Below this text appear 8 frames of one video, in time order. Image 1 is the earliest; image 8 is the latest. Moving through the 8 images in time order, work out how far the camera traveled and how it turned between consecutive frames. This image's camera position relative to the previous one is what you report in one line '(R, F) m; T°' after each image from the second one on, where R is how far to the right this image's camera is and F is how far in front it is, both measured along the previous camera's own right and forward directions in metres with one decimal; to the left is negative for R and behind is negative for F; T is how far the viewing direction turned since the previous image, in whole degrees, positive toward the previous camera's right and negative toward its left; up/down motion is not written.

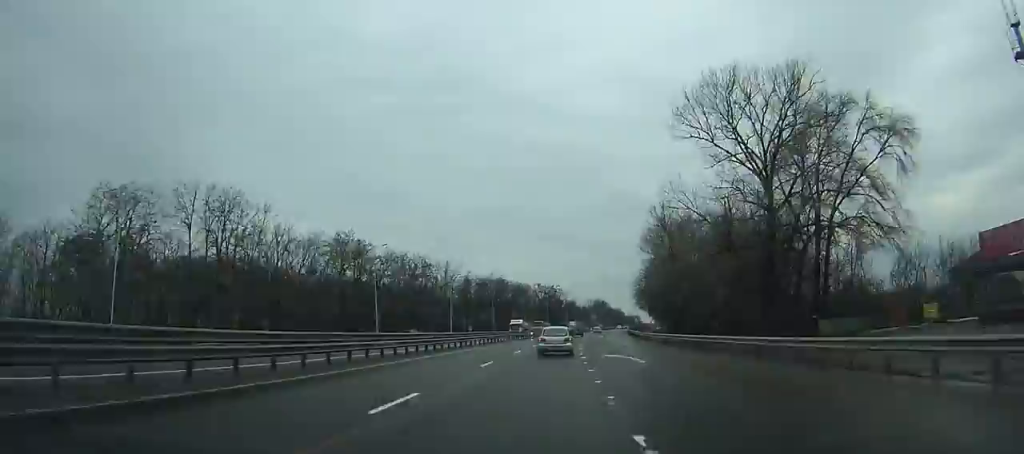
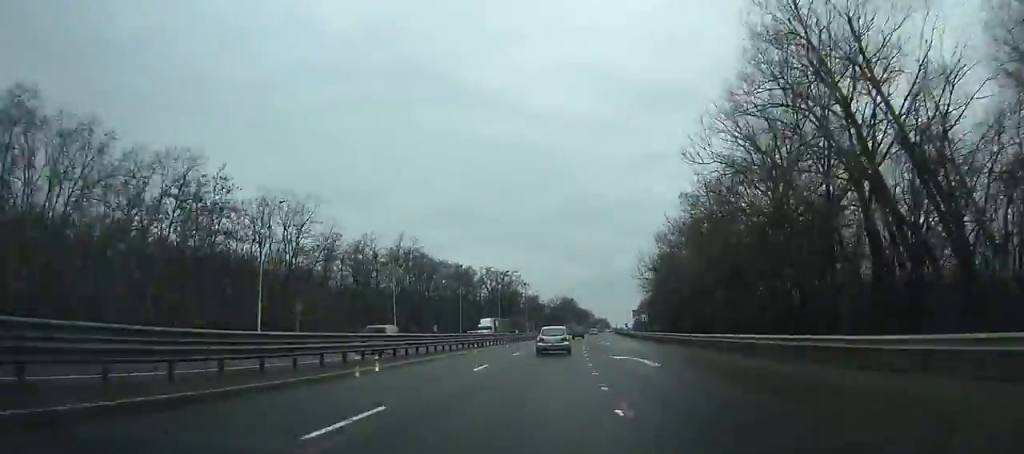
(+2.1, +62.5) m; +4°
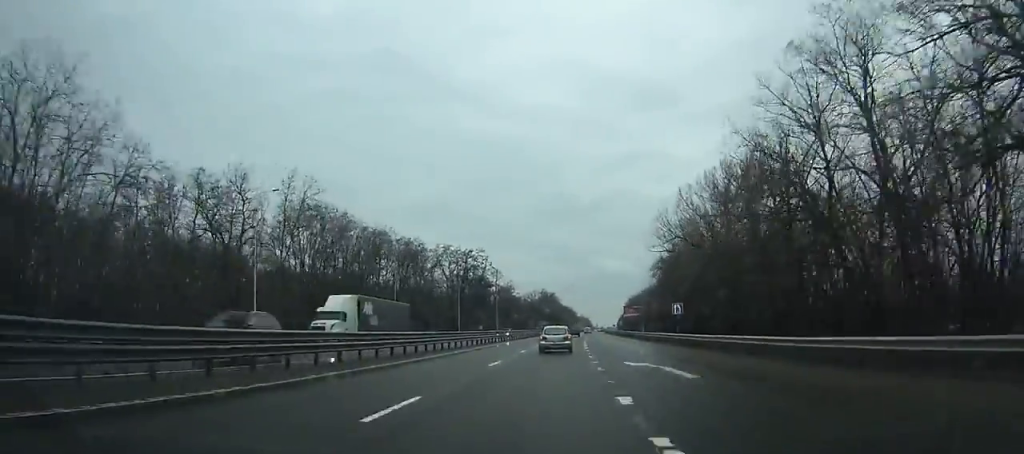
(+0.2, +35.1) m; +2°
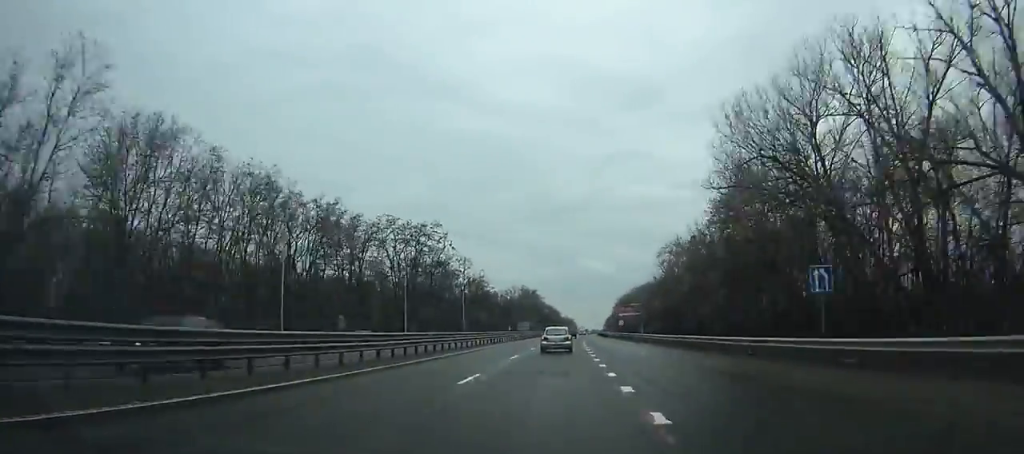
(+0.8, +30.6) m; +1°
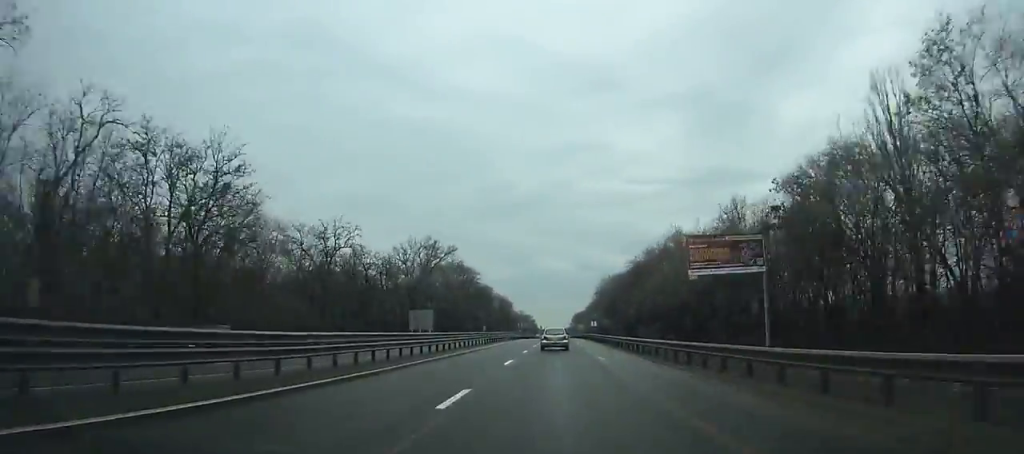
(+3.5, +112.8) m; +3°
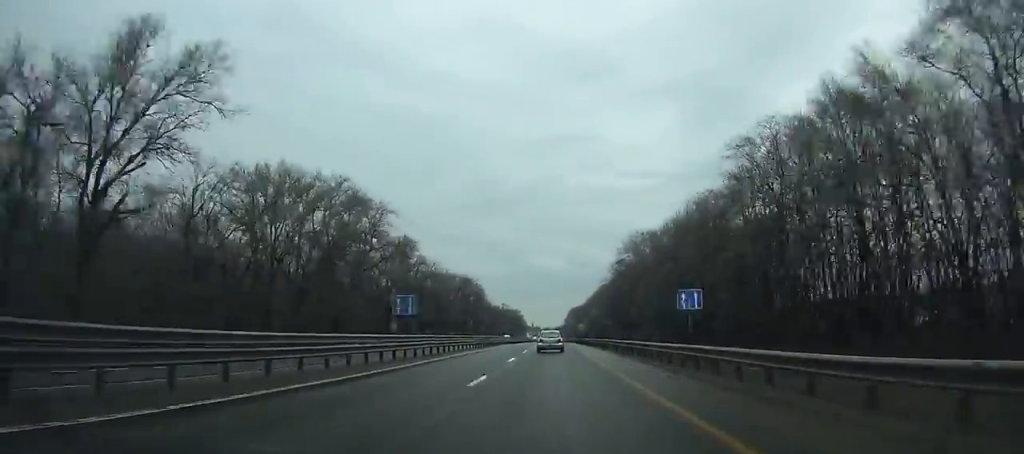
(+1.2, +81.9) m; +1°
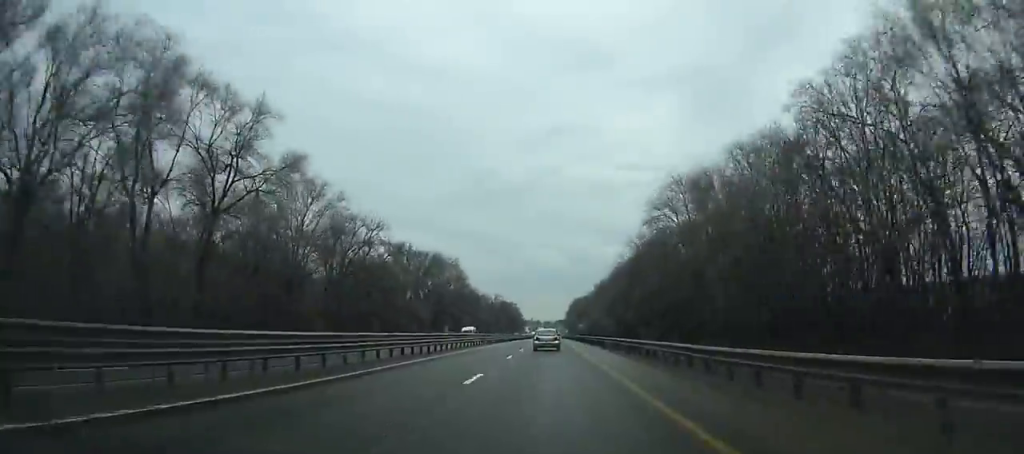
(+0.2, +36.0) m; 0°
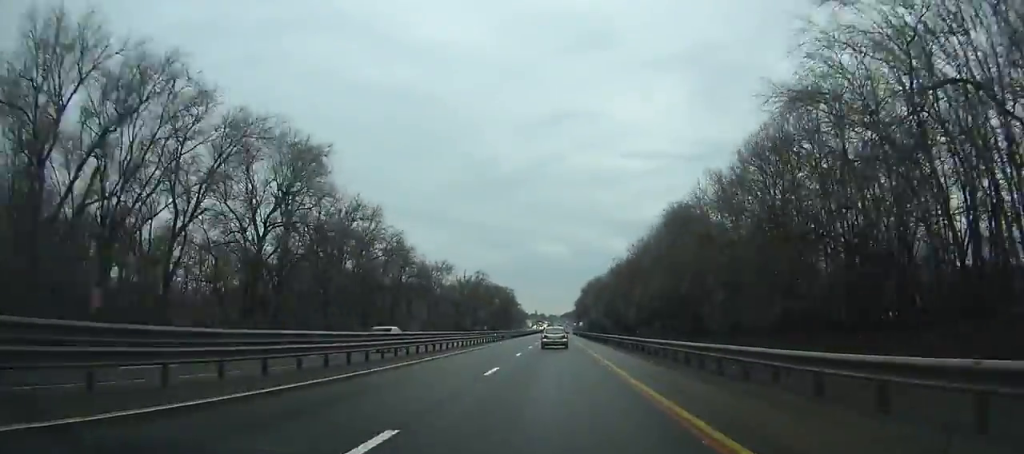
(-0.1, +81.9) m; 0°
